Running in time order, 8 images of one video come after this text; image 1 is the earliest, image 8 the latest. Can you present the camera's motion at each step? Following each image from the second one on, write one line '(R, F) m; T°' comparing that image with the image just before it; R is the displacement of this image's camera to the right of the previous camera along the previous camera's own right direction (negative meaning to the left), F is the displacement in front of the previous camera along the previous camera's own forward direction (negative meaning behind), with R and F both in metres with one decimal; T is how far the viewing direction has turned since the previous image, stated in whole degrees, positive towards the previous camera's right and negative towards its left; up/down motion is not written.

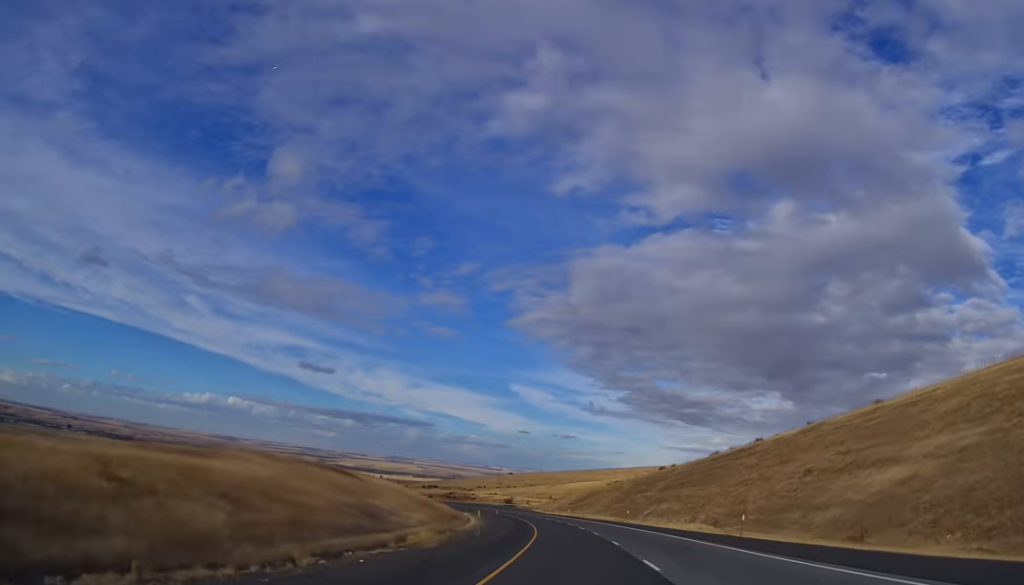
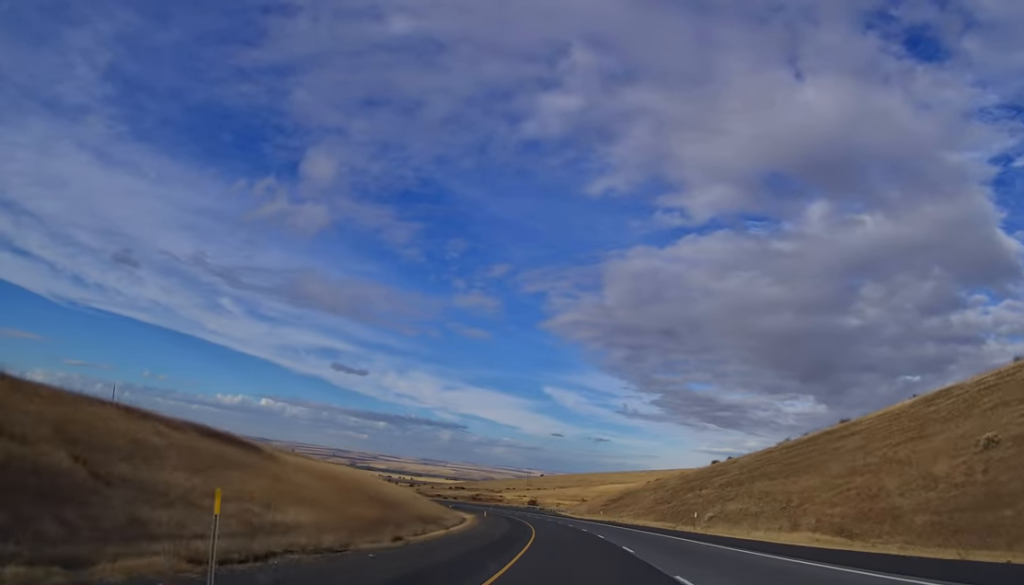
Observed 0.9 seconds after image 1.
(-0.6, +29.1) m; -4°
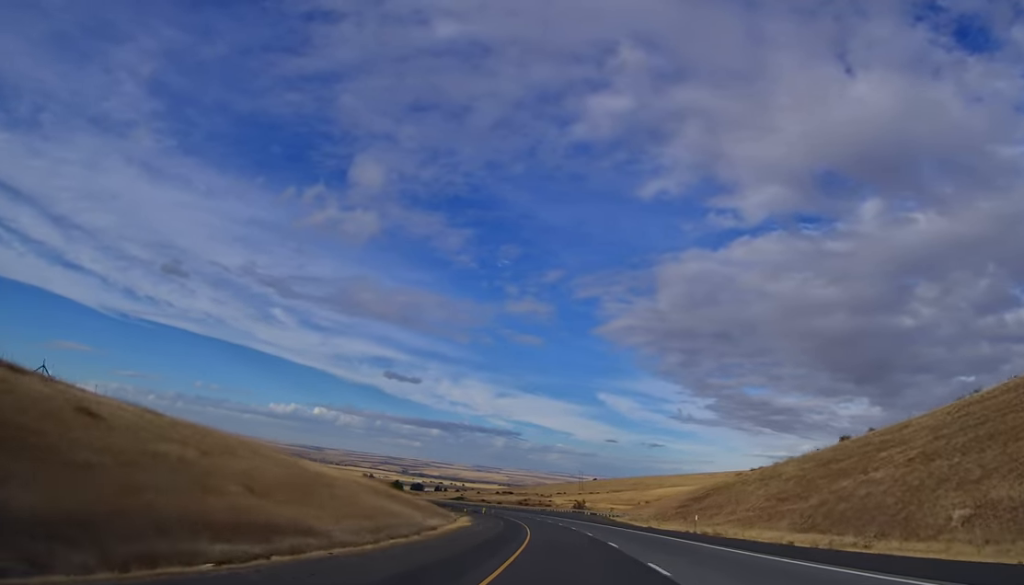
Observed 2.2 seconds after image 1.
(-2.5, +44.8) m; -5°
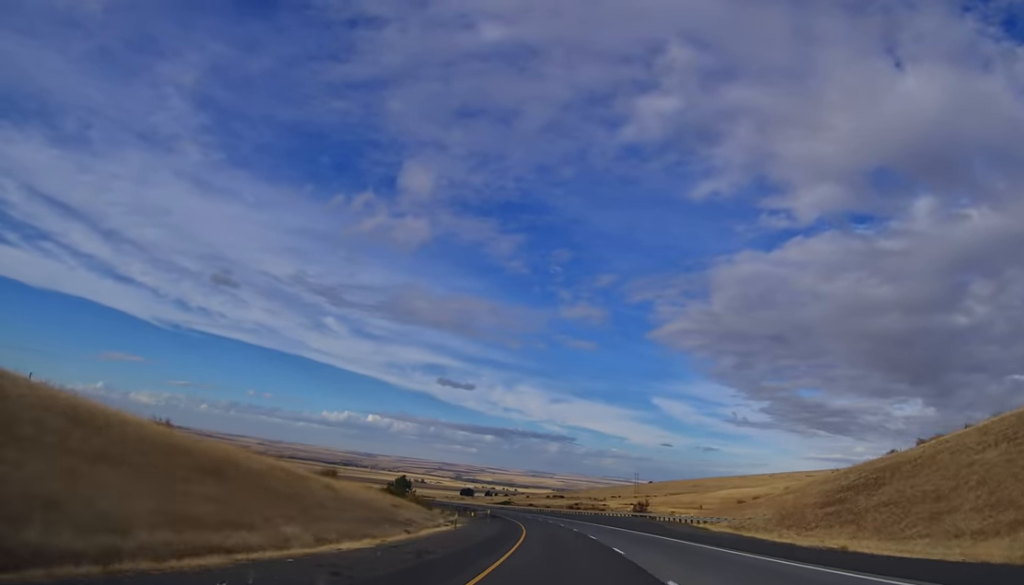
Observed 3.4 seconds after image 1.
(-0.1, +41.9) m; -1°
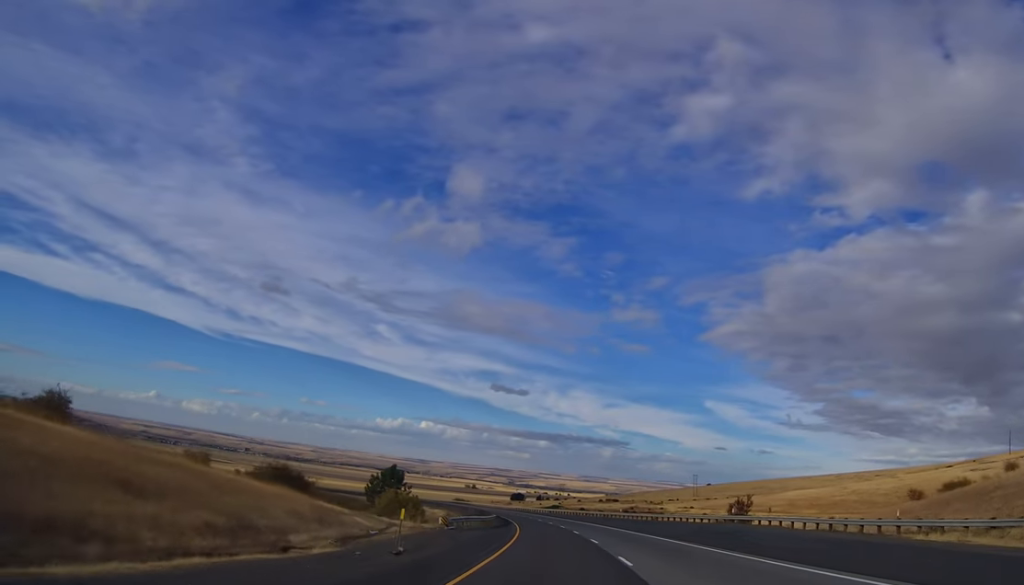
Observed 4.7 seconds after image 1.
(-1.4, +41.9) m; -5°
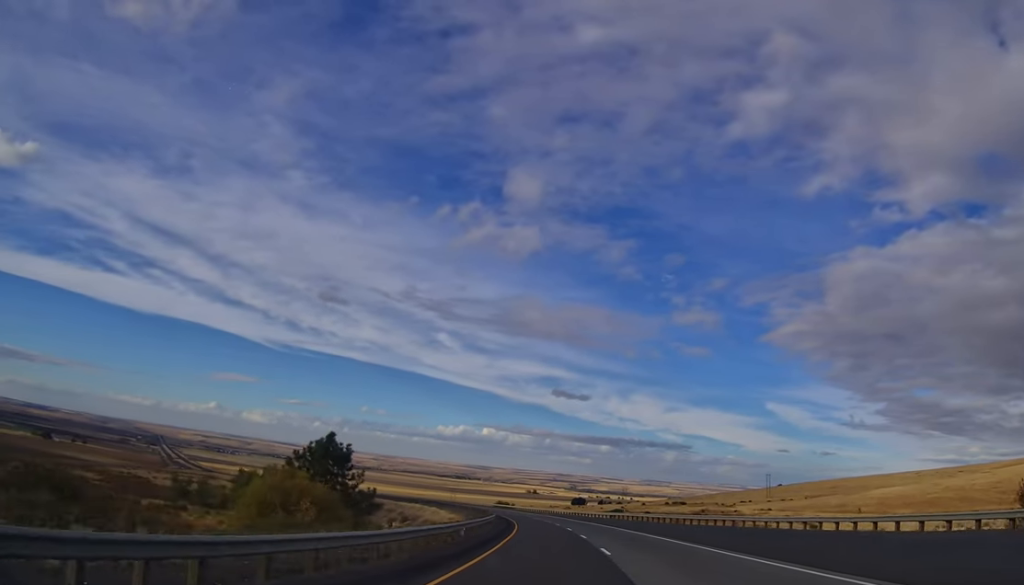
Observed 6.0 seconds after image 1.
(-2.6, +45.0) m; -6°
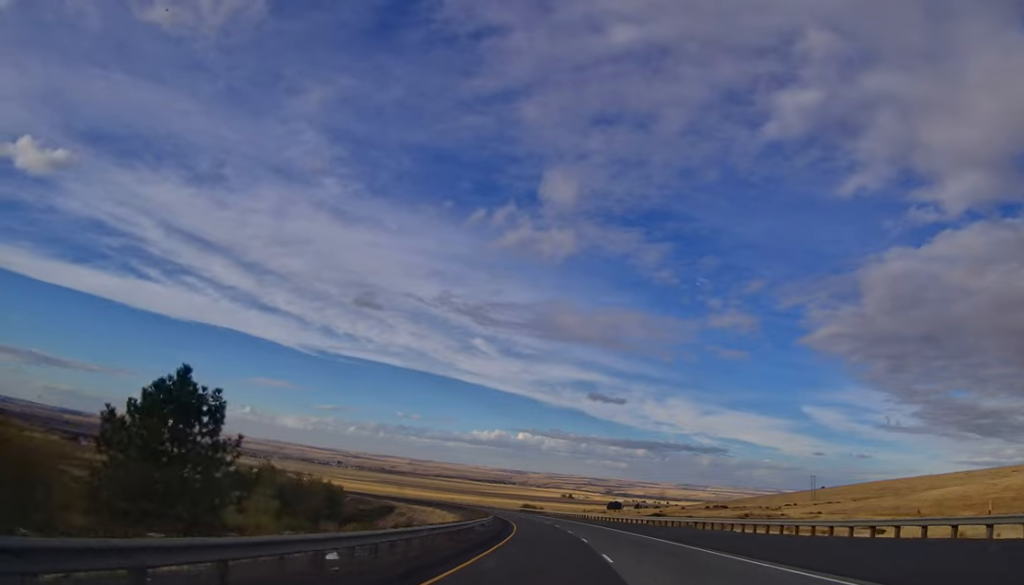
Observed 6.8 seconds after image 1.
(-1.0, +27.0) m; -3°
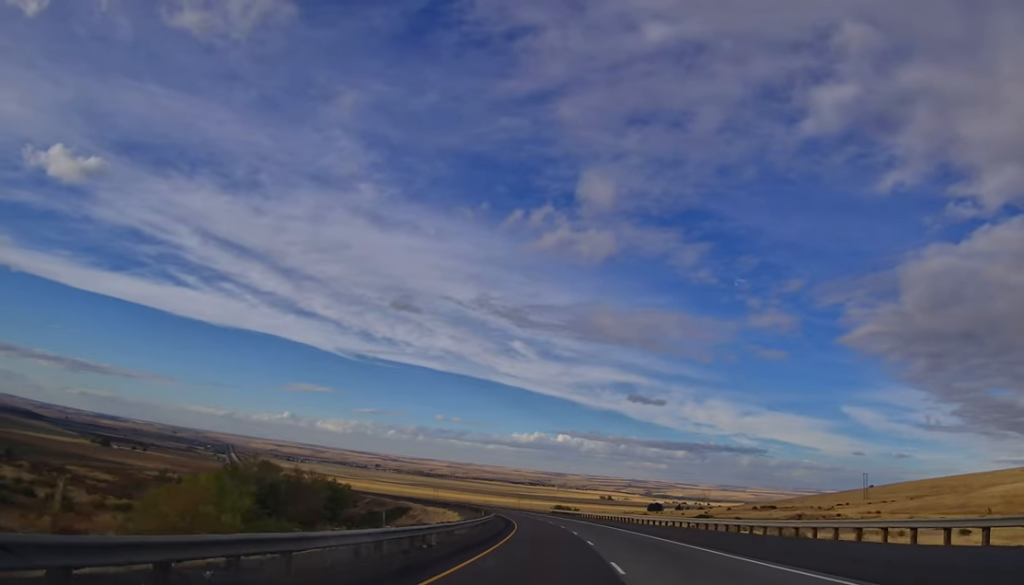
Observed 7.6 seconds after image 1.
(-0.8, +28.3) m; -3°
